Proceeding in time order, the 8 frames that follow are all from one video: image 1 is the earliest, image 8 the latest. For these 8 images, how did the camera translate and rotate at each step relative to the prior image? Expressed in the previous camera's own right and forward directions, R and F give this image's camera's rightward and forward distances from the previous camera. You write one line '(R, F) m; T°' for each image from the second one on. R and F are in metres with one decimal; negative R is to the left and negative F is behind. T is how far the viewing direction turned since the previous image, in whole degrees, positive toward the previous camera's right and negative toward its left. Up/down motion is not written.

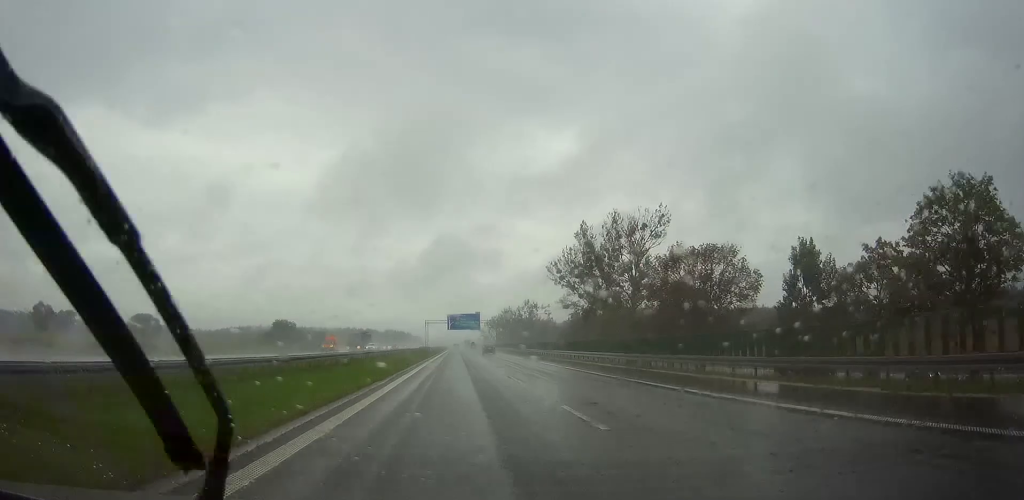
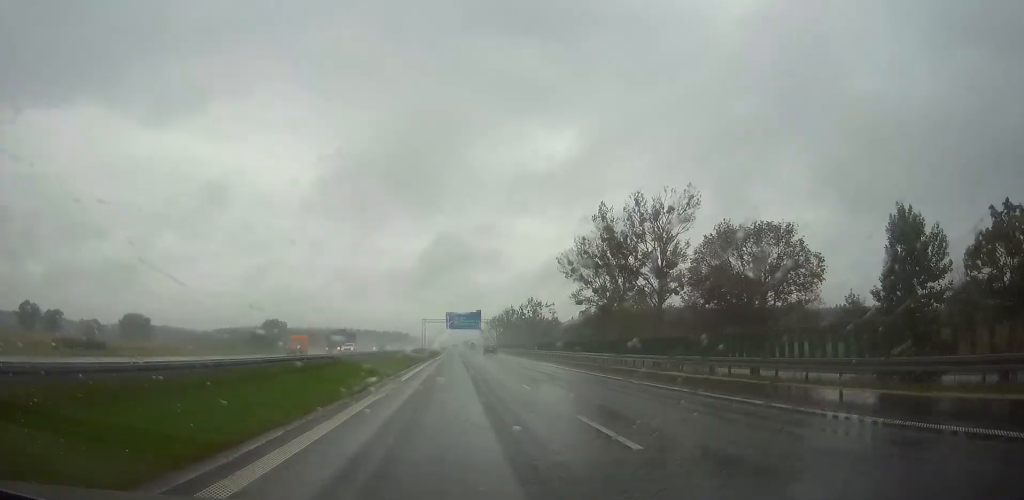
(0.0, +12.5) m; 0°
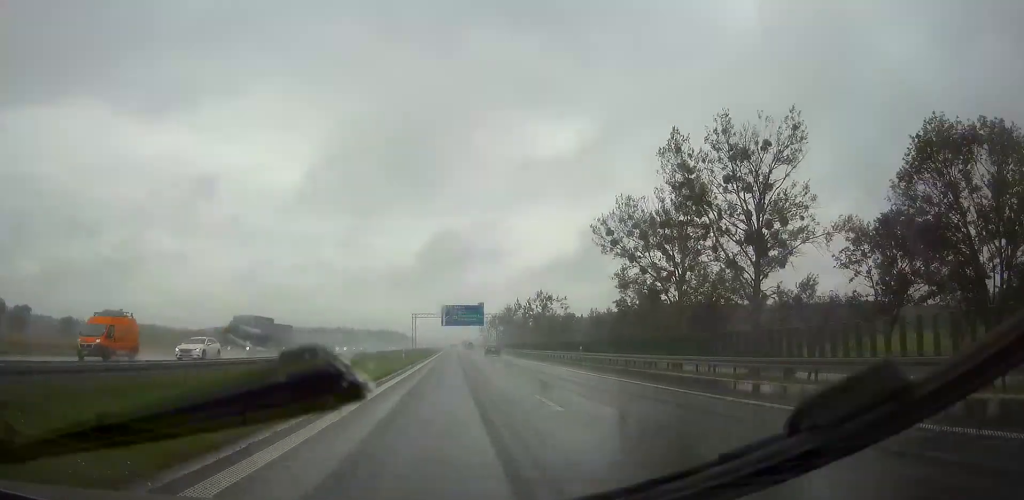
(0.0, +29.2) m; 0°
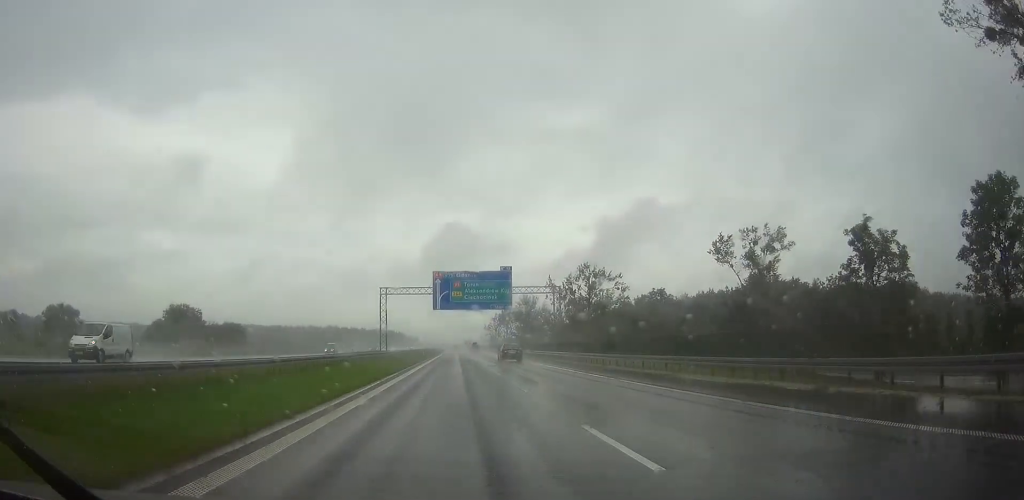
(0.0, +65.8) m; 0°
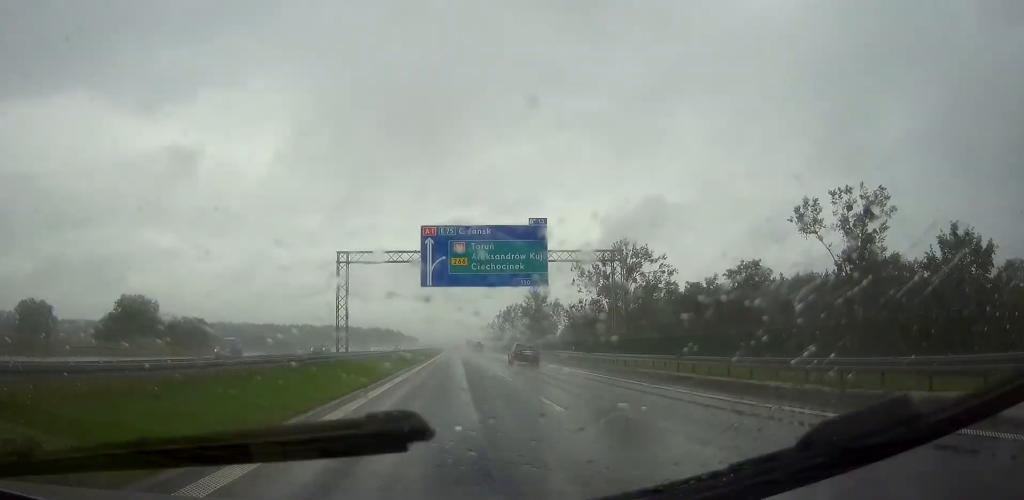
(0.0, +30.5) m; 0°
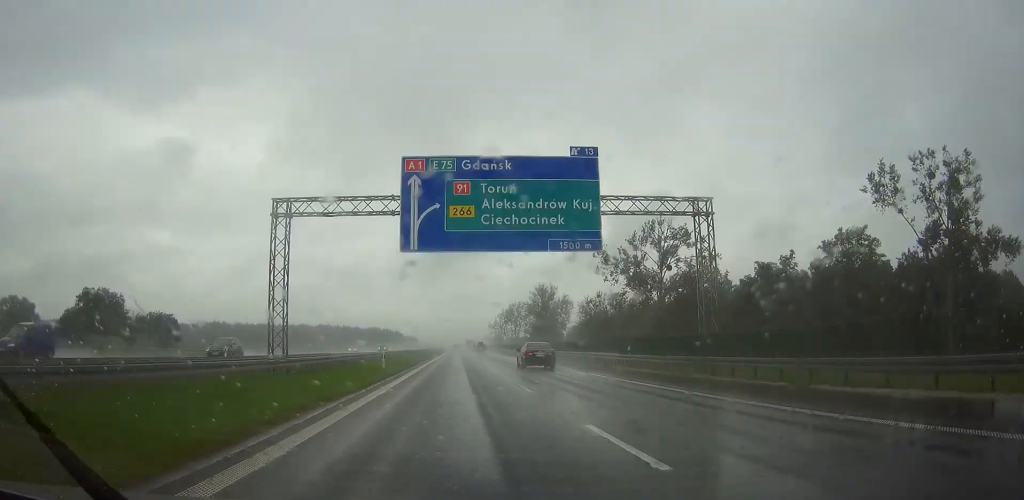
(0.0, +19.0) m; 0°
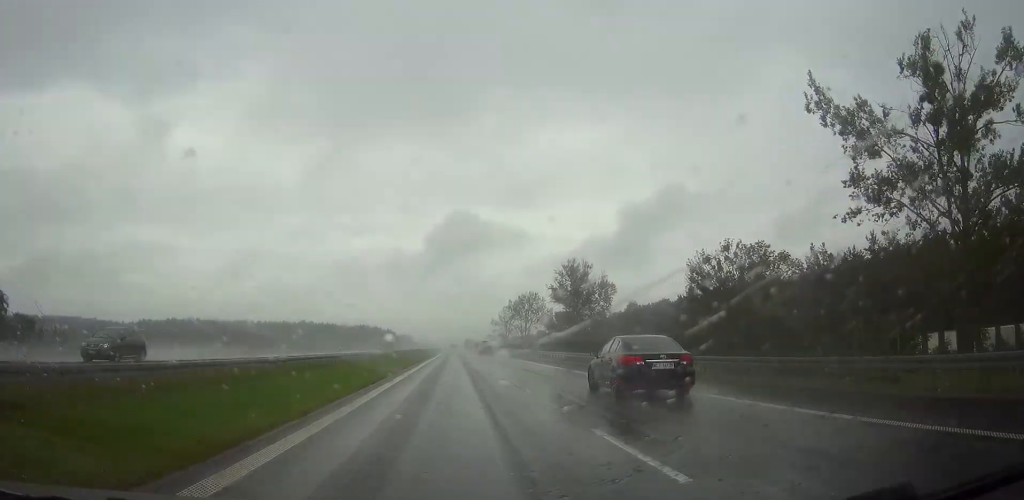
(0.0, +63.8) m; 0°
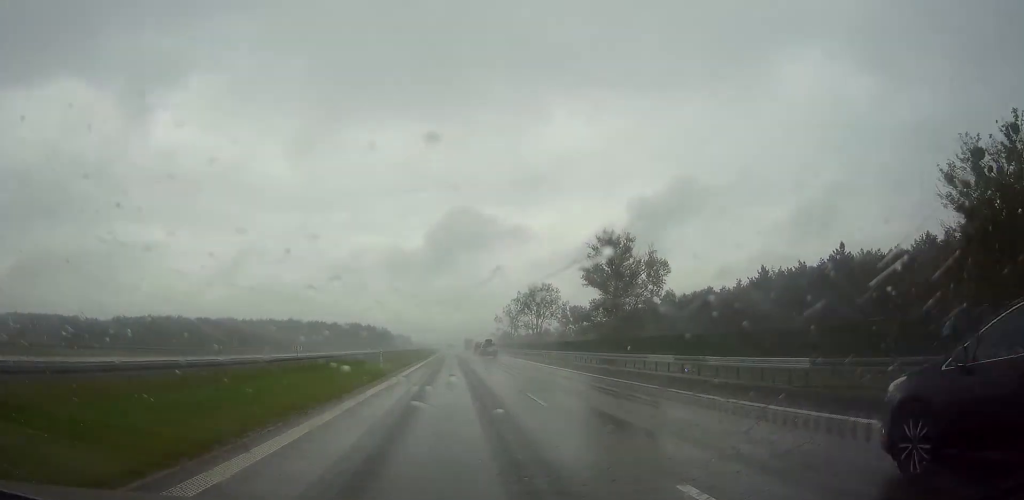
(0.0, +42.3) m; 0°
